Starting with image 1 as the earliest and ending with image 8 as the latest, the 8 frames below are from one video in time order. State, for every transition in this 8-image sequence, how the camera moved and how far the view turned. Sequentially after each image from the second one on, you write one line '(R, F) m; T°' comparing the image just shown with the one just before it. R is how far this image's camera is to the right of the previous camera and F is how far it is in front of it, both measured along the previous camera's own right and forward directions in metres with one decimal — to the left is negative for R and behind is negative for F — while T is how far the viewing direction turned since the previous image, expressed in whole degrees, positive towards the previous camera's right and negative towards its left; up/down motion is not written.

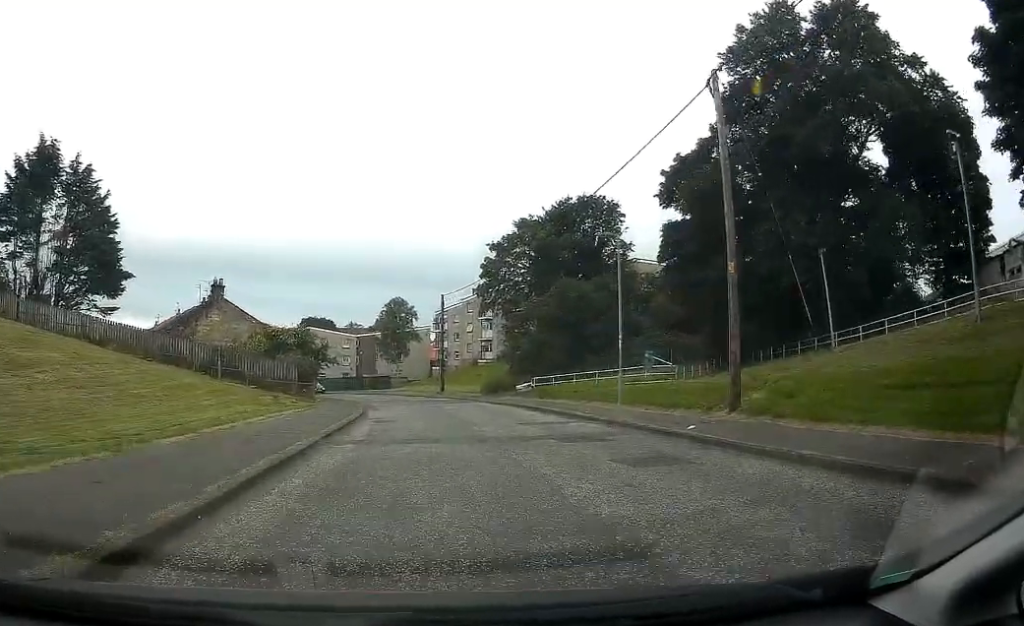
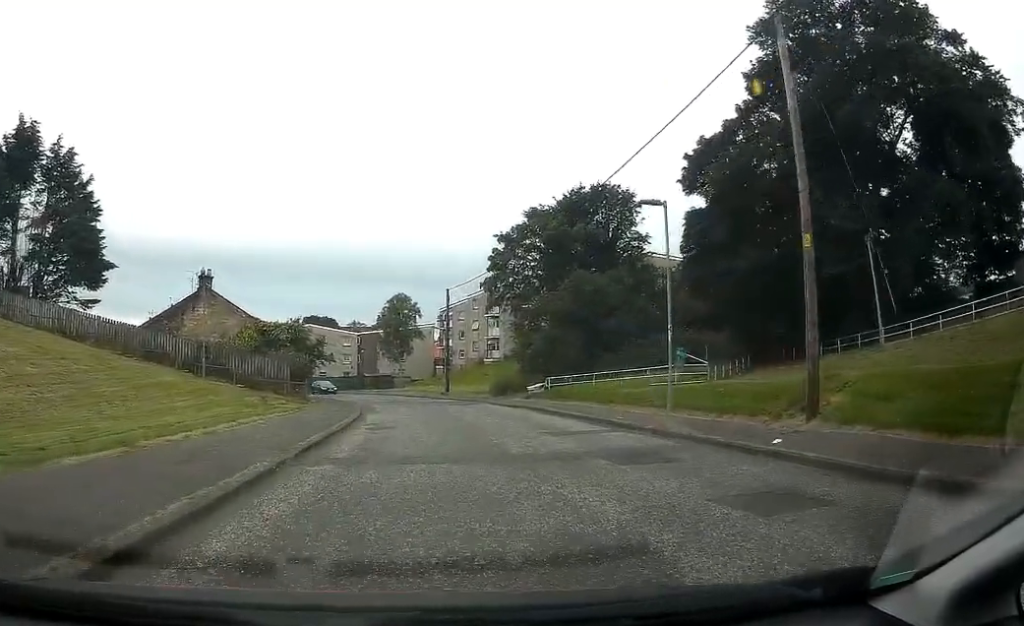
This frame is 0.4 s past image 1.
(-0.2, +3.9) m; 0°
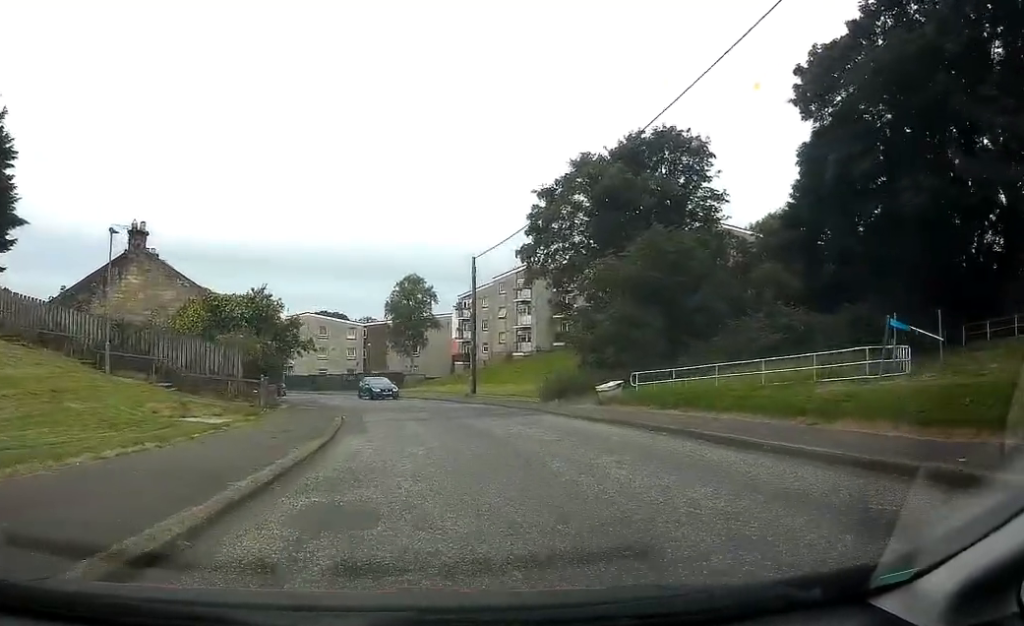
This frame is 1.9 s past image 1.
(+0.2, +13.7) m; -2°
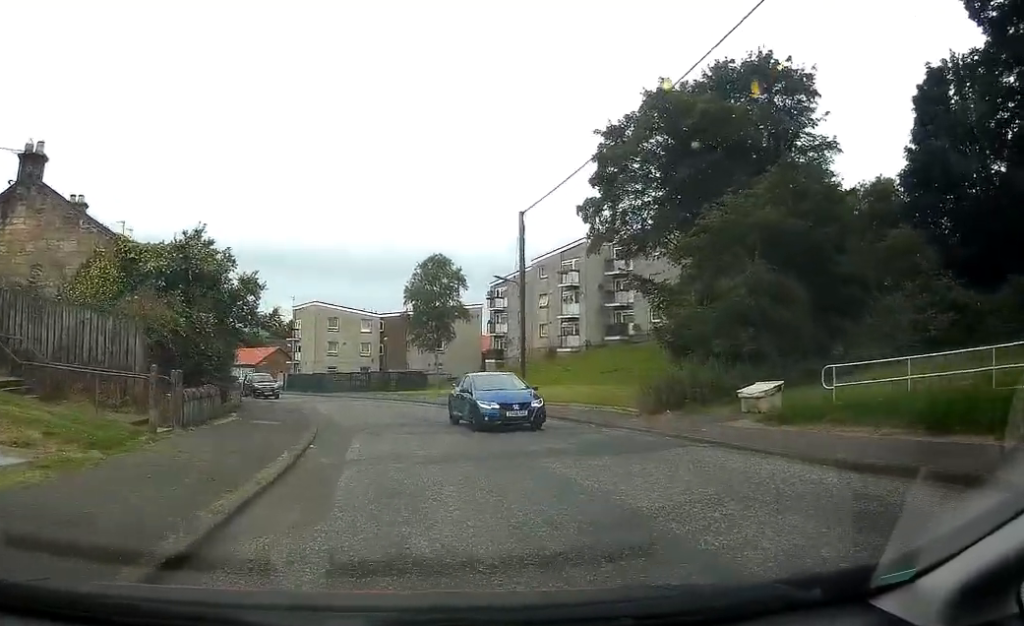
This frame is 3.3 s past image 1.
(-0.4, +12.1) m; -2°
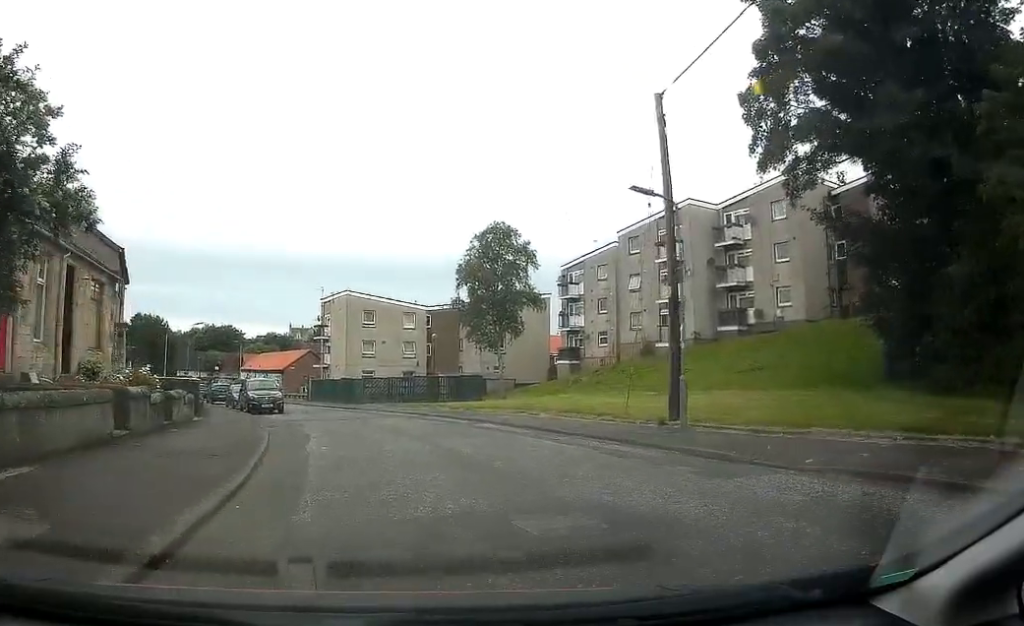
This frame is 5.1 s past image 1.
(-0.2, +14.1) m; -3°
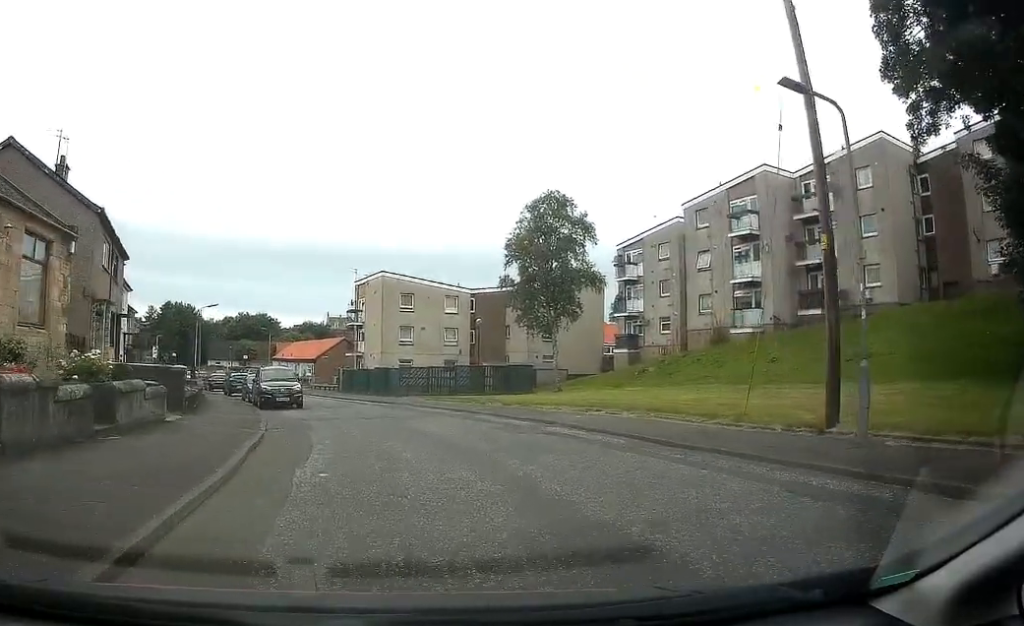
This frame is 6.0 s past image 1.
(-0.1, +5.8) m; -2°
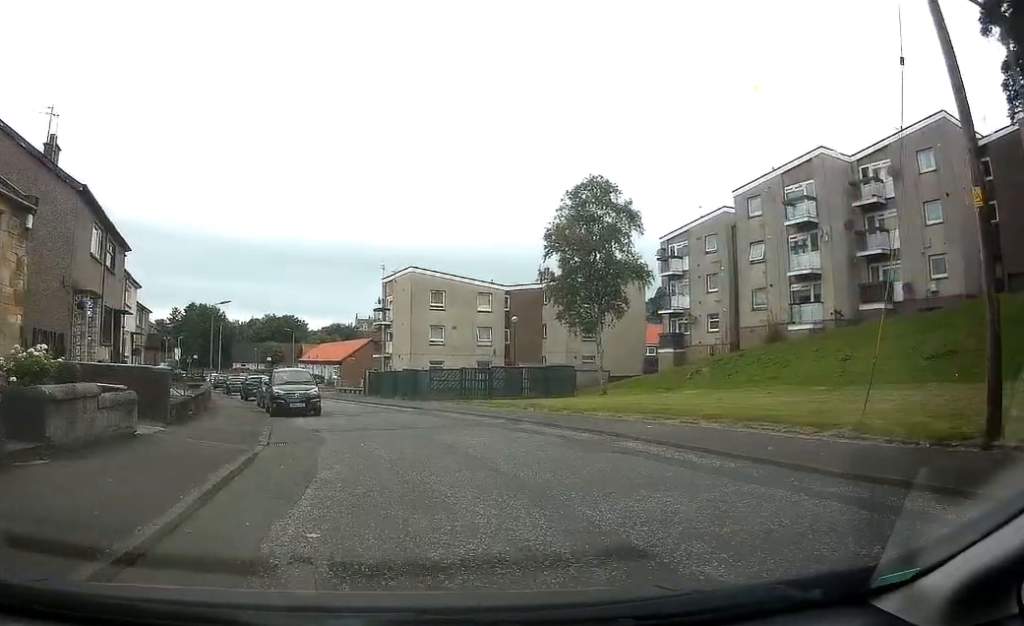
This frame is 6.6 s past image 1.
(0.0, +3.7) m; -2°
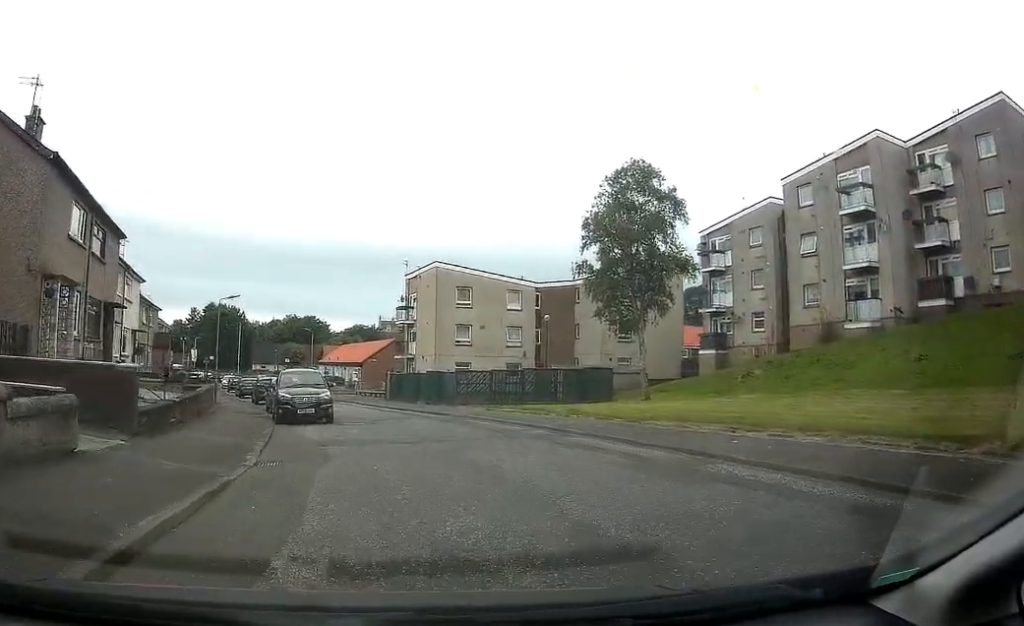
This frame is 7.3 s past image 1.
(-0.1, +3.7) m; -1°
